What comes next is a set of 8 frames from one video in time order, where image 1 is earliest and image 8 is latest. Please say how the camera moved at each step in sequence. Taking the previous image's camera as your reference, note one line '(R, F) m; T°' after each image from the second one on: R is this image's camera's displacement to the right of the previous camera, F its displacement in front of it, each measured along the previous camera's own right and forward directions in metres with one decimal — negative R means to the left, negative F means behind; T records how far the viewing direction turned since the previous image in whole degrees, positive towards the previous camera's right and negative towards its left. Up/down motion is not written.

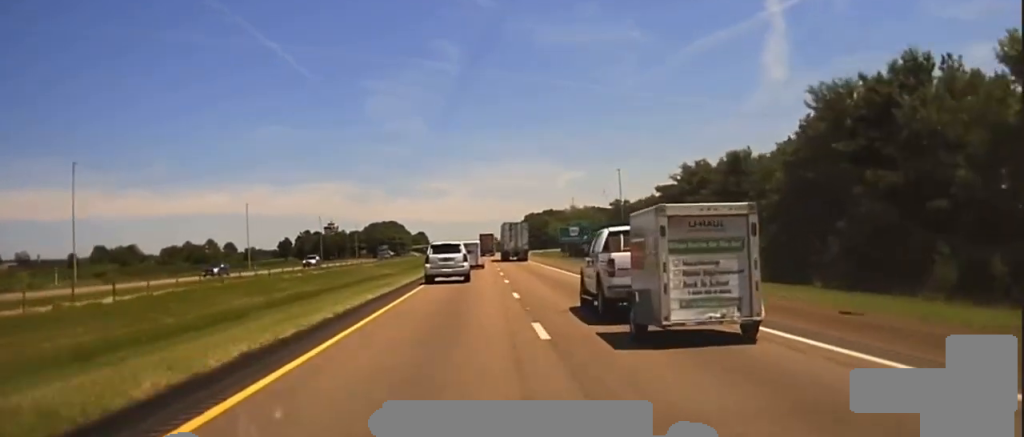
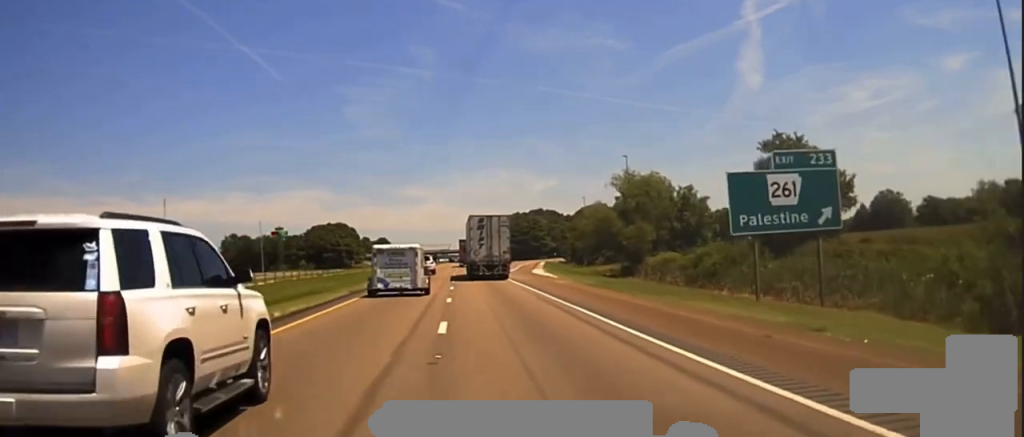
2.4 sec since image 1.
(+1.0, +109.4) m; +1°
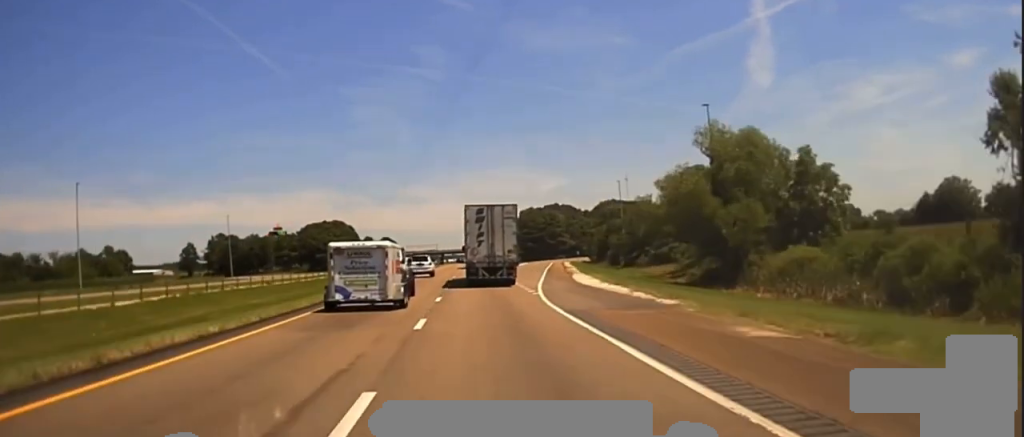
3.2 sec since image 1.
(+0.1, +35.0) m; -1°
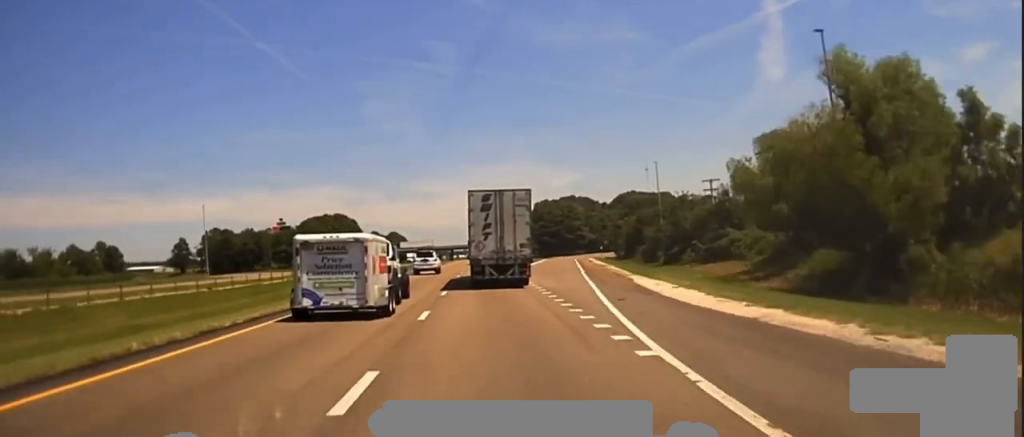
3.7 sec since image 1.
(-0.2, +22.1) m; 0°
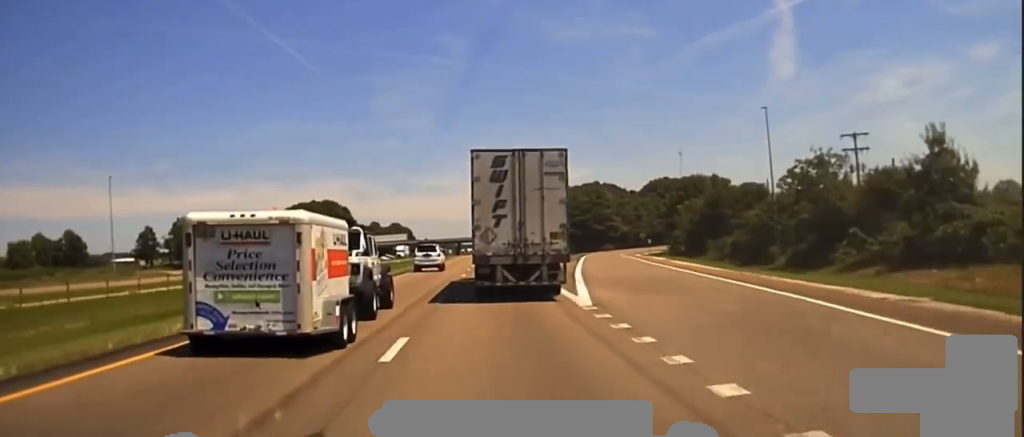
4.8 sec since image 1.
(-0.3, +42.3) m; -1°
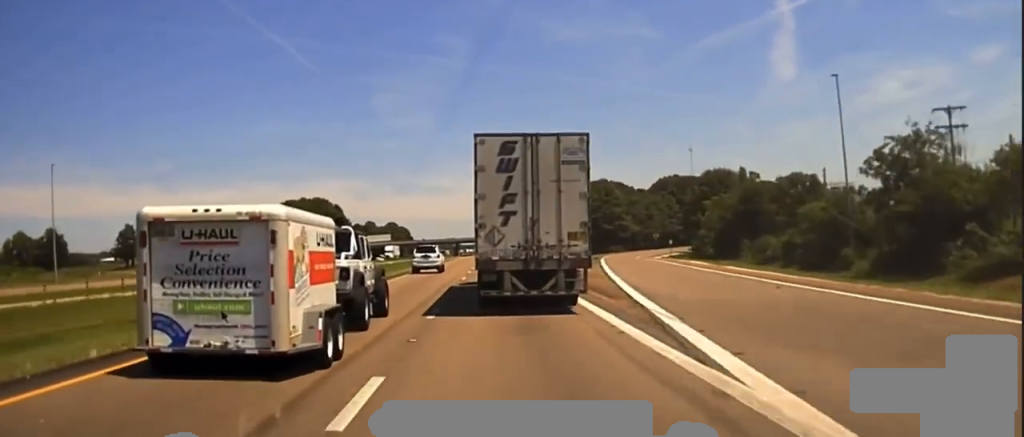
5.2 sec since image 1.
(+0.2, +15.5) m; 0°
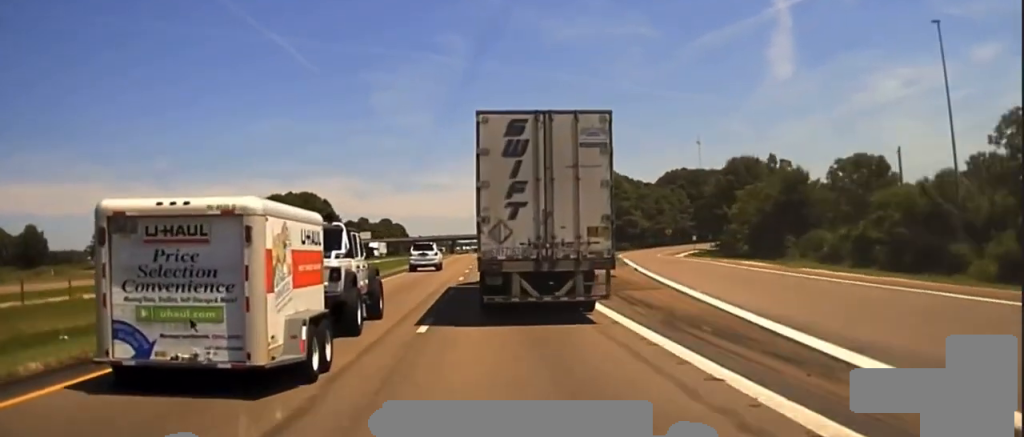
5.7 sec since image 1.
(-0.2, +14.2) m; 0°
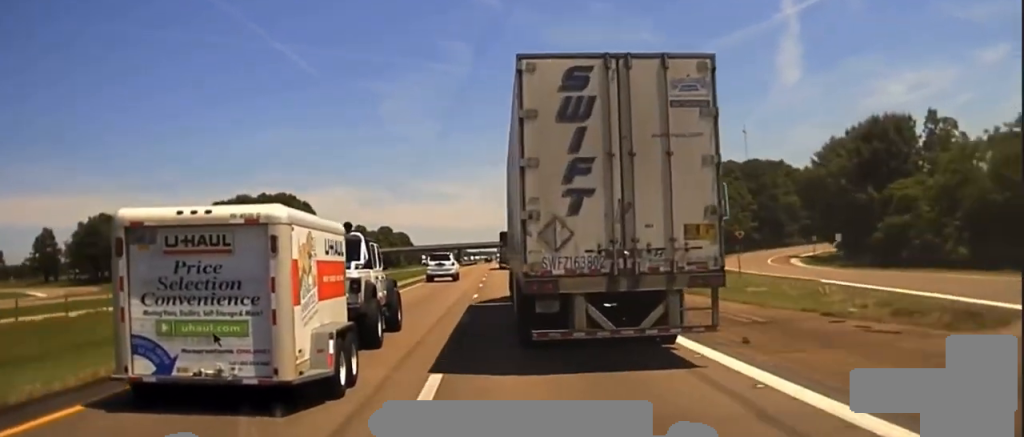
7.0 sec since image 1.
(-0.4, +40.8) m; 0°
